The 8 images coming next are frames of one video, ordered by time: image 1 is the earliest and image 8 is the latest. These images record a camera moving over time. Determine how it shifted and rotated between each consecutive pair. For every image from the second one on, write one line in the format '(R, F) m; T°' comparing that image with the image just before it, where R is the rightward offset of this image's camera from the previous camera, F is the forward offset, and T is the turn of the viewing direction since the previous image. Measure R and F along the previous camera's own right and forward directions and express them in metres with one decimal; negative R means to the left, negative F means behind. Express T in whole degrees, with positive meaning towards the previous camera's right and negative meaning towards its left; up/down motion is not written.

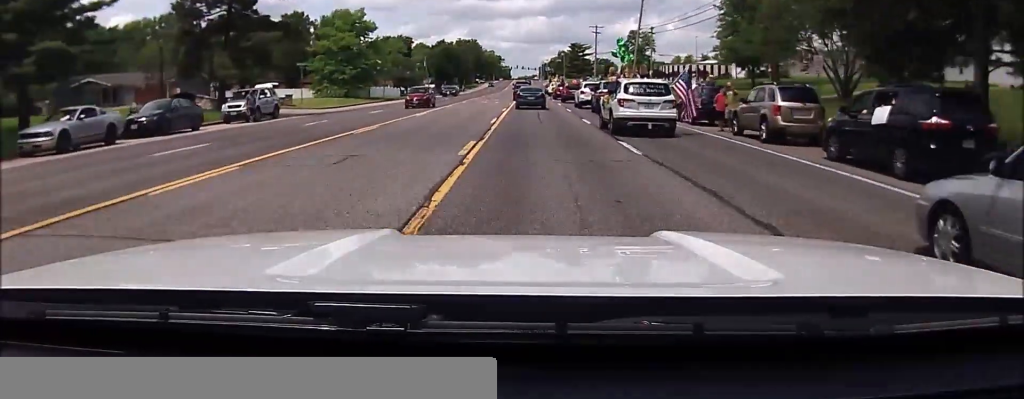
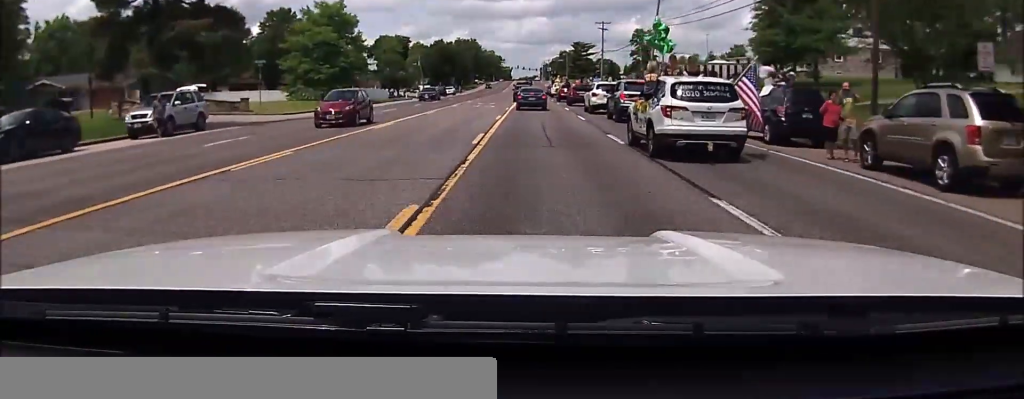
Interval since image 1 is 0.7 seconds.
(+0.1, +9.4) m; 0°
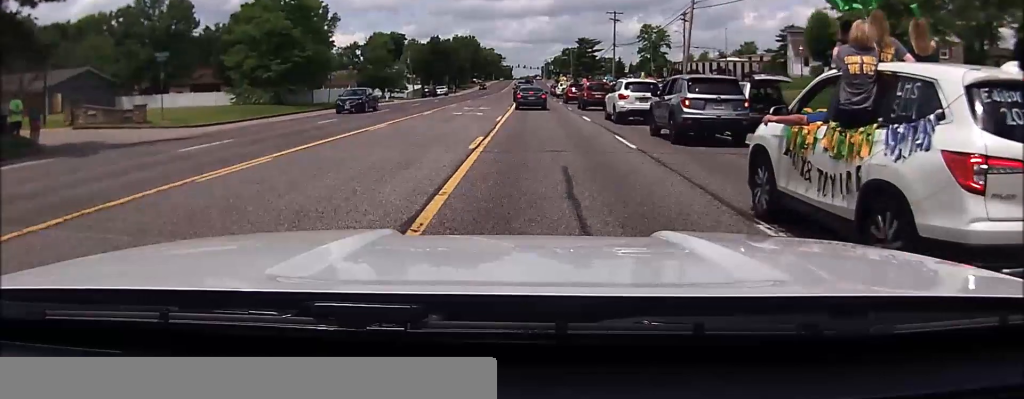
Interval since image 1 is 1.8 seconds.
(0.0, +13.8) m; -2°
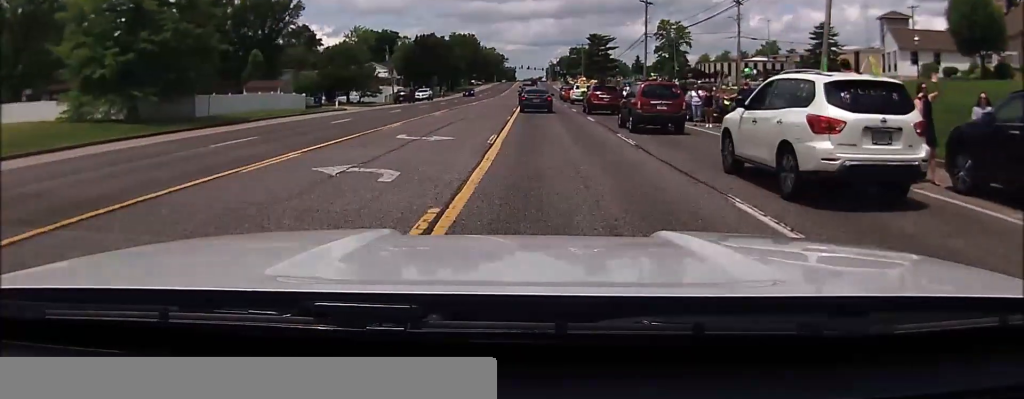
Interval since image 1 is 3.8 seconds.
(+0.1, +23.5) m; +3°
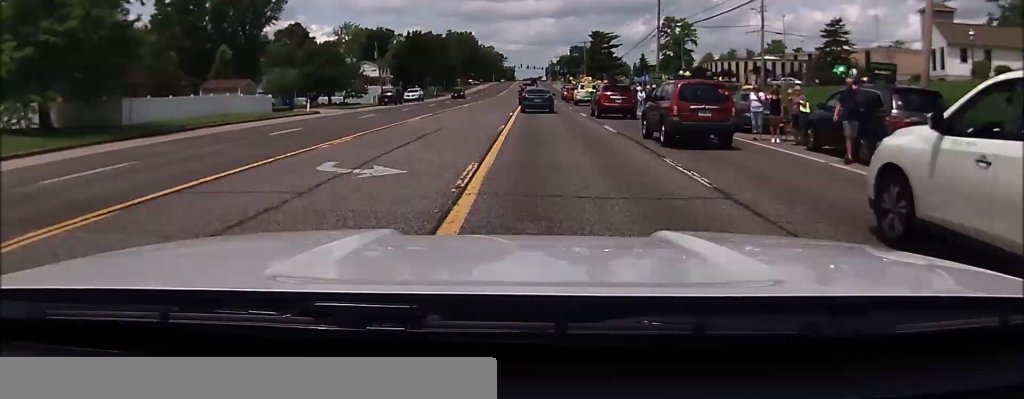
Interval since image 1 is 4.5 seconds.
(0.0, +7.6) m; -1°
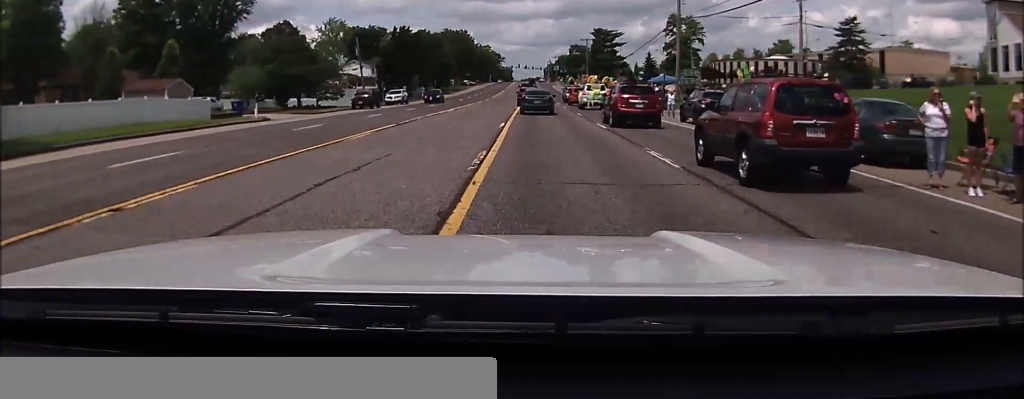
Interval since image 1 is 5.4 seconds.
(-0.1, +9.7) m; -1°
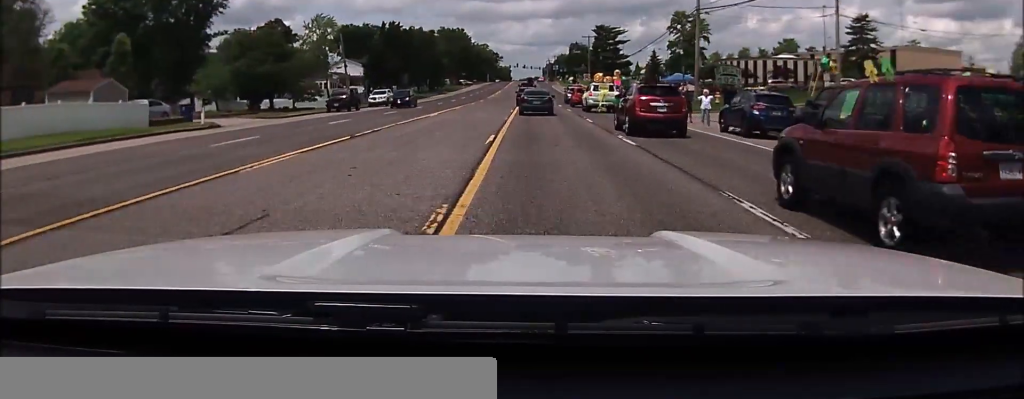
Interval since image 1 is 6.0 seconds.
(-0.2, +7.1) m; 0°
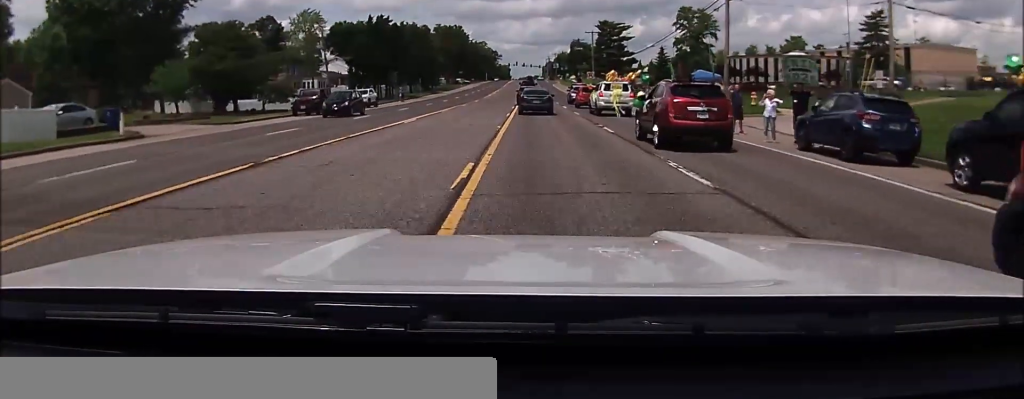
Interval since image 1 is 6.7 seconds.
(+0.4, +7.8) m; 0°
